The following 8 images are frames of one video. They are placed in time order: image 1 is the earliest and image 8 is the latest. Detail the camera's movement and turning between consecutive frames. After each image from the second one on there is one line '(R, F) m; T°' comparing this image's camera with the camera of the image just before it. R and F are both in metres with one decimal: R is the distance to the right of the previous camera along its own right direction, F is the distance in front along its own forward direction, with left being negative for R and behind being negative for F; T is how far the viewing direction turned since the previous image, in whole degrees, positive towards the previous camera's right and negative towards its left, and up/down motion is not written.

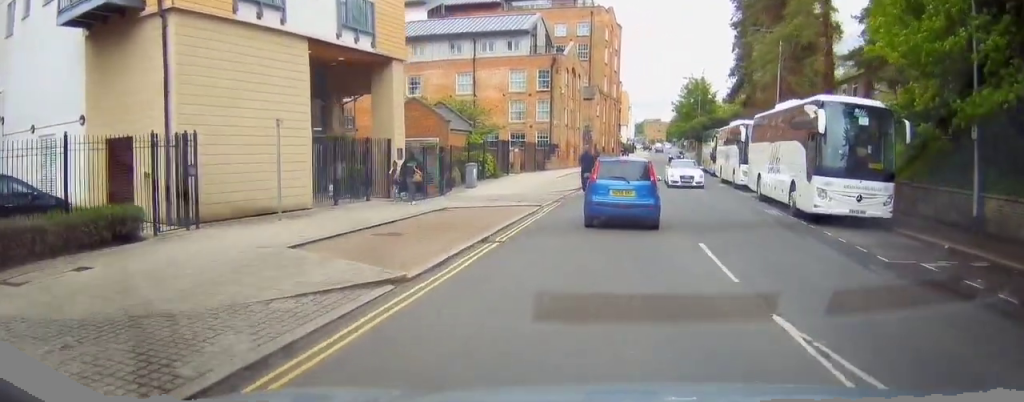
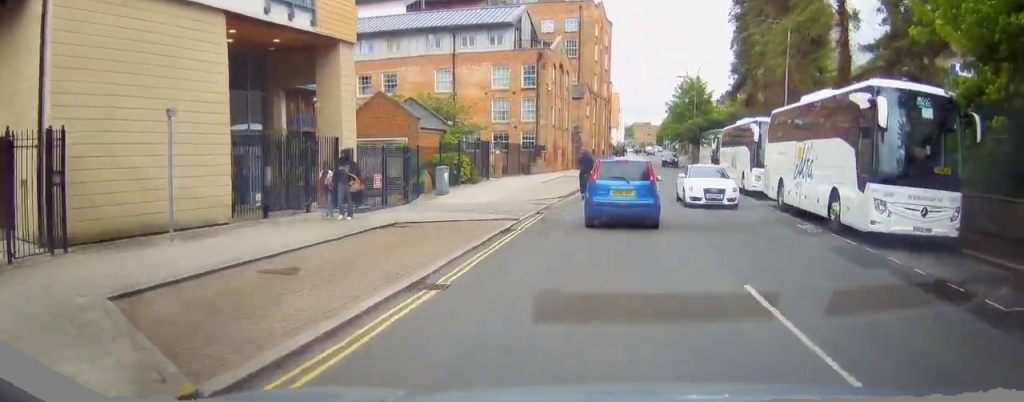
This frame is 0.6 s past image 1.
(0.0, +4.6) m; +2°
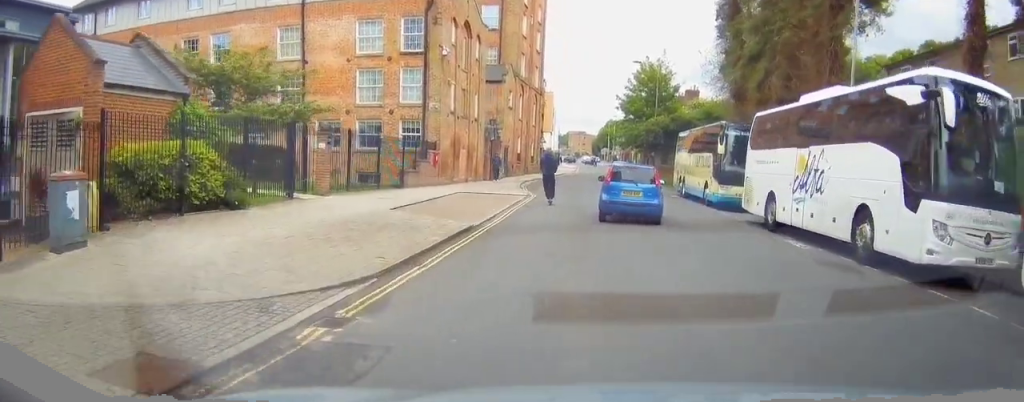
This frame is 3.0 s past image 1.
(+1.6, +18.9) m; +5°
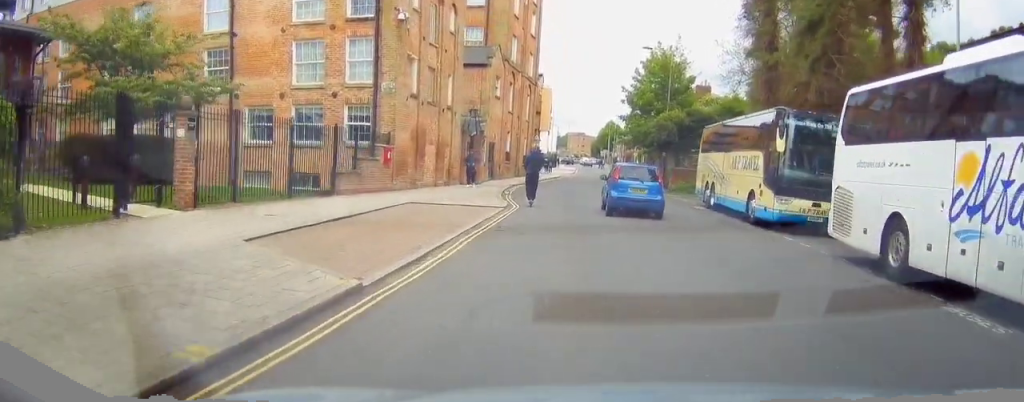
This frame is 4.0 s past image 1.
(-0.4, +7.5) m; -3°
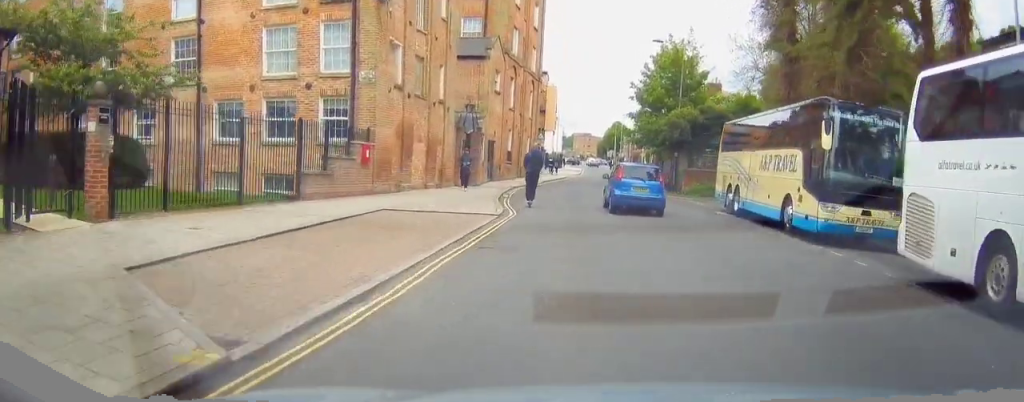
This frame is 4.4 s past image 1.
(-0.3, +3.0) m; -1°
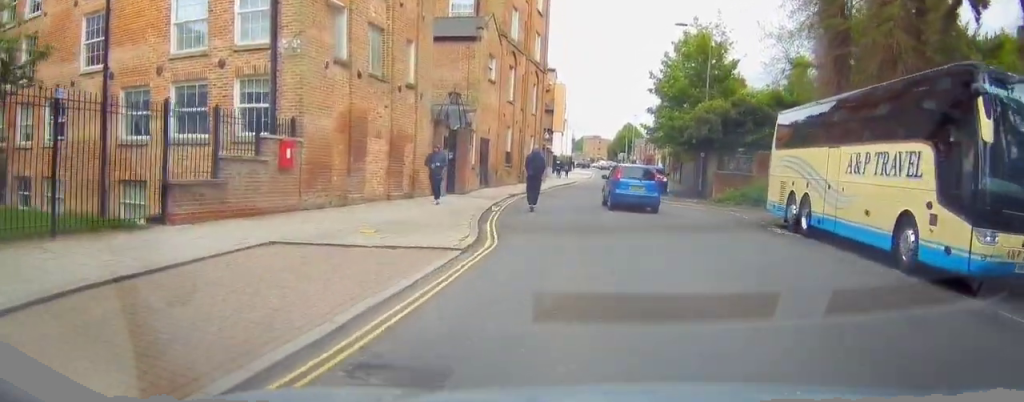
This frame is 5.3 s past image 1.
(+0.5, +6.5) m; +4°
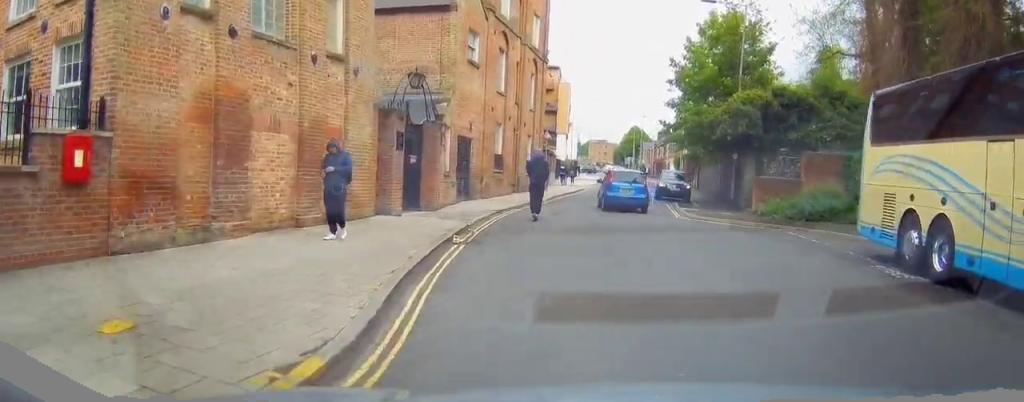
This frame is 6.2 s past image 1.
(+0.1, +7.2) m; -1°
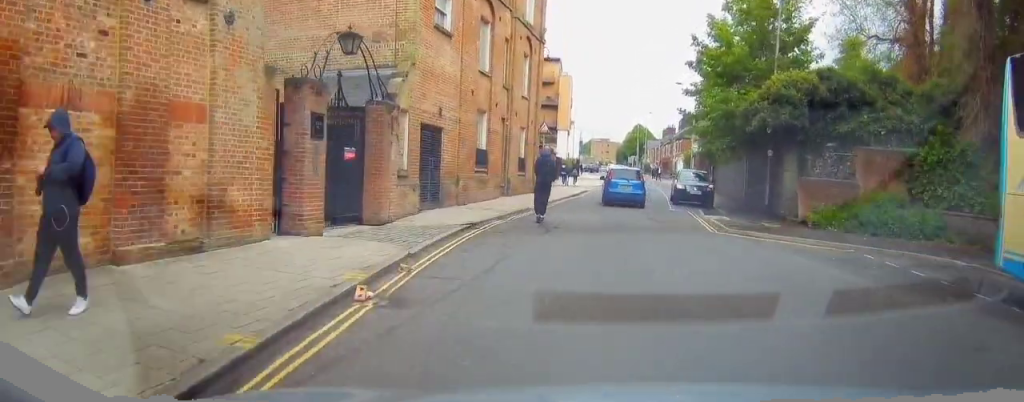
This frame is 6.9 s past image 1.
(-0.1, +5.4) m; -2°
